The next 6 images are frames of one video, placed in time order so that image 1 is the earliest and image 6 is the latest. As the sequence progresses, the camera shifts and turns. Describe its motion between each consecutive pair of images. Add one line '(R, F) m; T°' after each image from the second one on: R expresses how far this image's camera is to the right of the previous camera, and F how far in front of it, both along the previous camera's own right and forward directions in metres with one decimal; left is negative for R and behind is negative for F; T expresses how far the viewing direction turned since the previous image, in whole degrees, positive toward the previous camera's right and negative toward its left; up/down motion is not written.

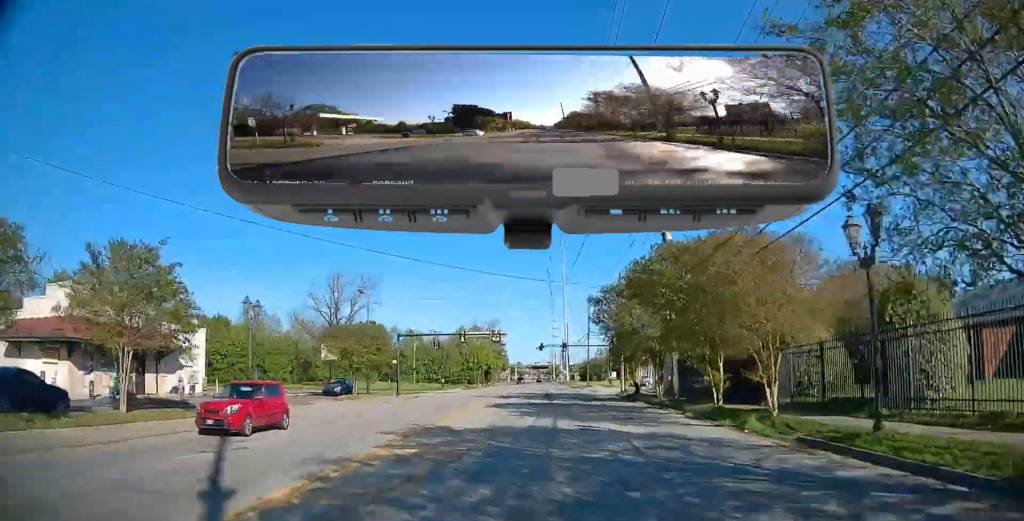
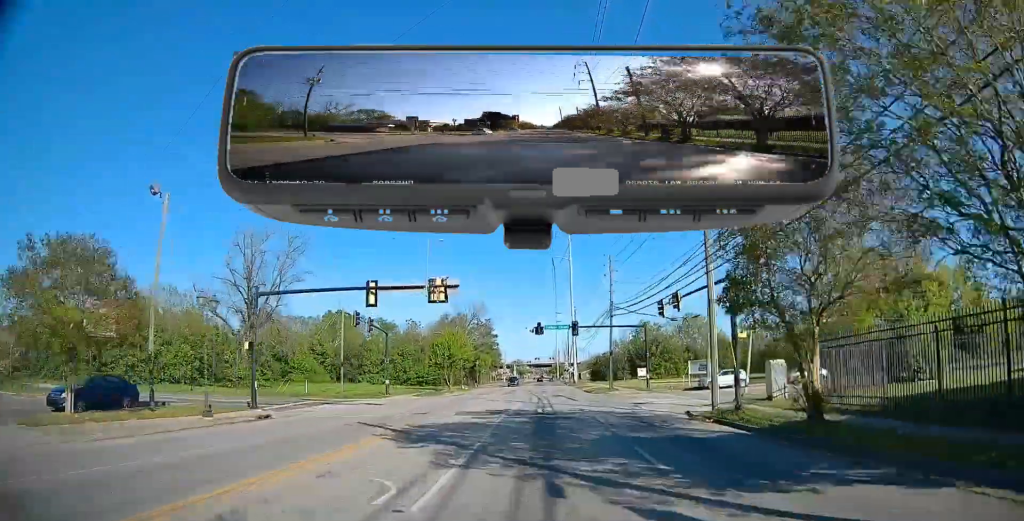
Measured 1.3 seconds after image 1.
(-0.2, +28.4) m; -1°
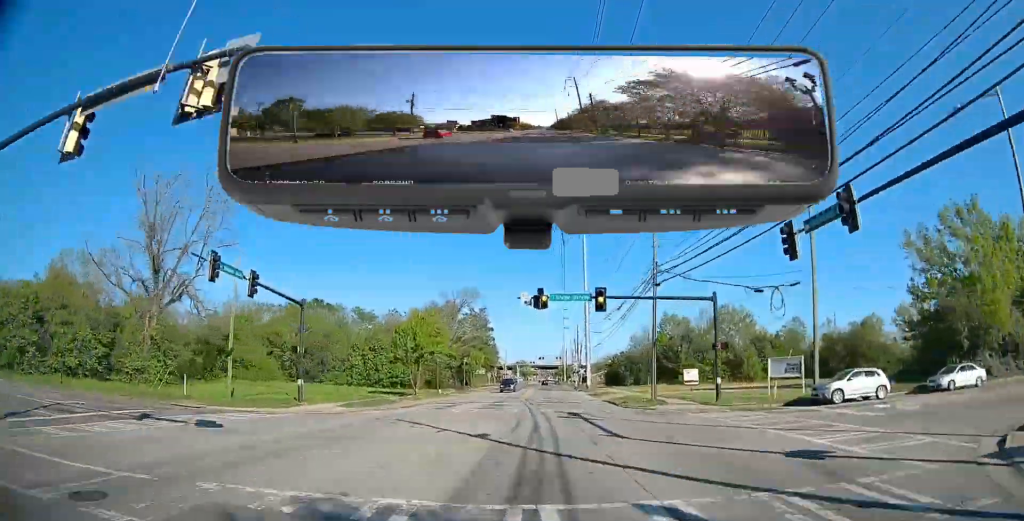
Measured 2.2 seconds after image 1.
(0.0, +19.7) m; 0°
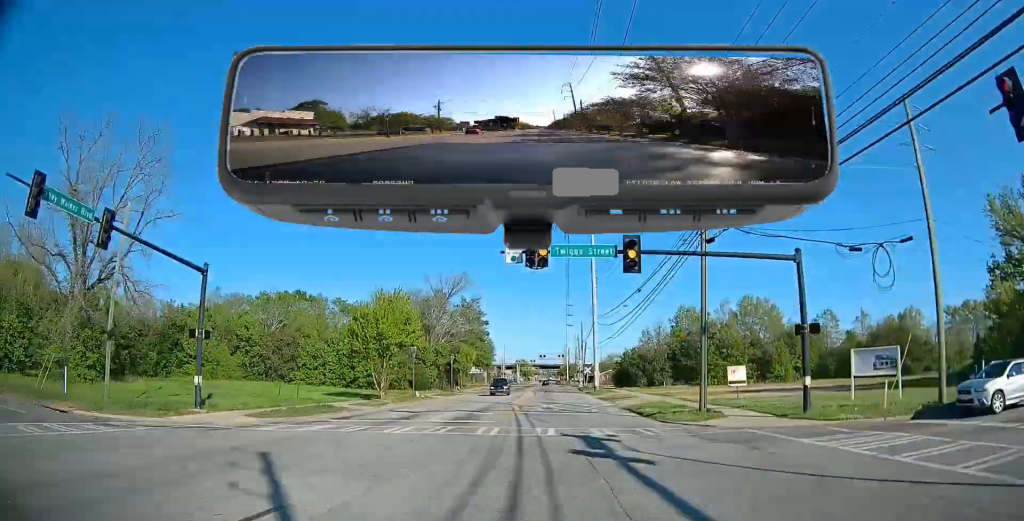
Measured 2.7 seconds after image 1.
(0.0, +10.8) m; 0°
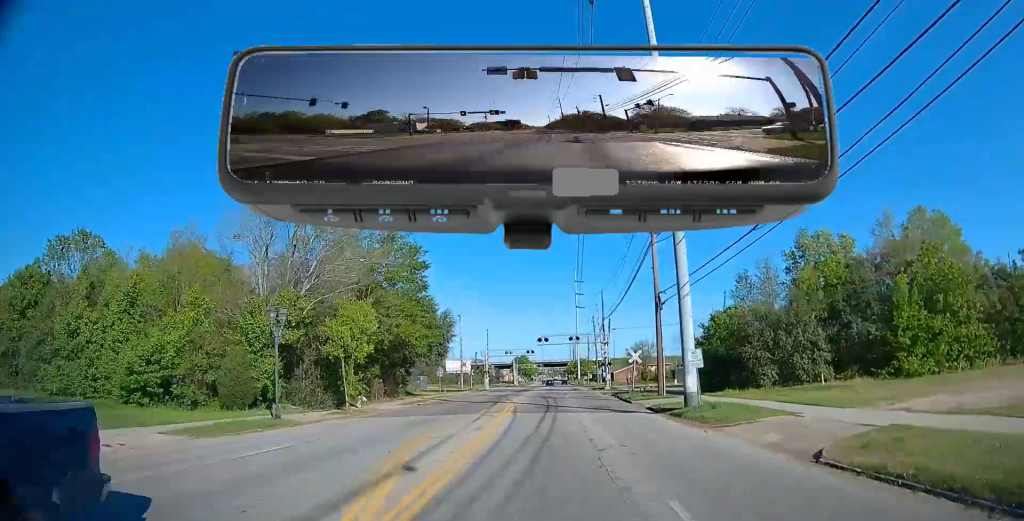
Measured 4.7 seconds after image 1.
(-0.3, +42.7) m; -1°
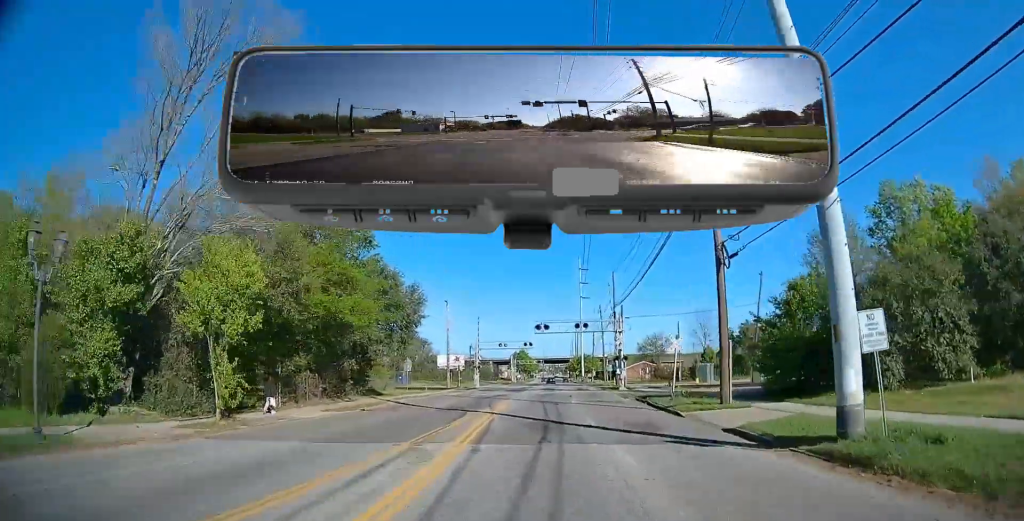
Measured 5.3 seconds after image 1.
(0.0, +12.9) m; 0°
